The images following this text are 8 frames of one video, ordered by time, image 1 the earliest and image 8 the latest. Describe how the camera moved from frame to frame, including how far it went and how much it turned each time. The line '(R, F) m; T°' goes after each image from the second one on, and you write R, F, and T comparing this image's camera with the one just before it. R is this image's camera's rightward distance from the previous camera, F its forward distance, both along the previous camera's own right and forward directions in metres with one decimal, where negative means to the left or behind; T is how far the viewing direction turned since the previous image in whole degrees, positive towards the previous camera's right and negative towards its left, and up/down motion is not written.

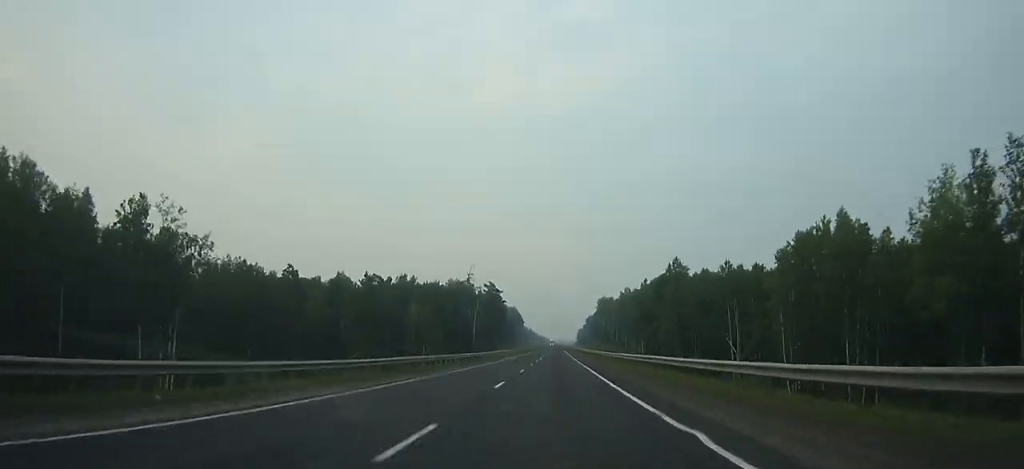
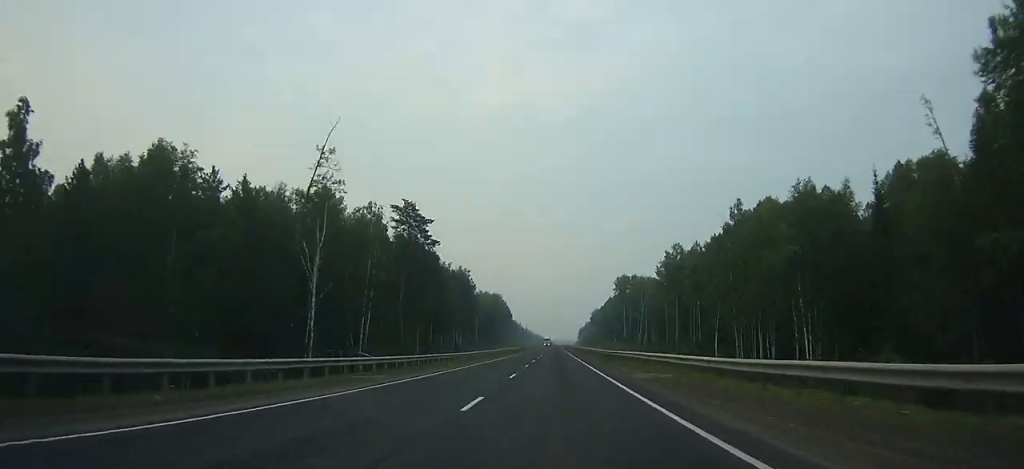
(+0.4, +98.7) m; 0°
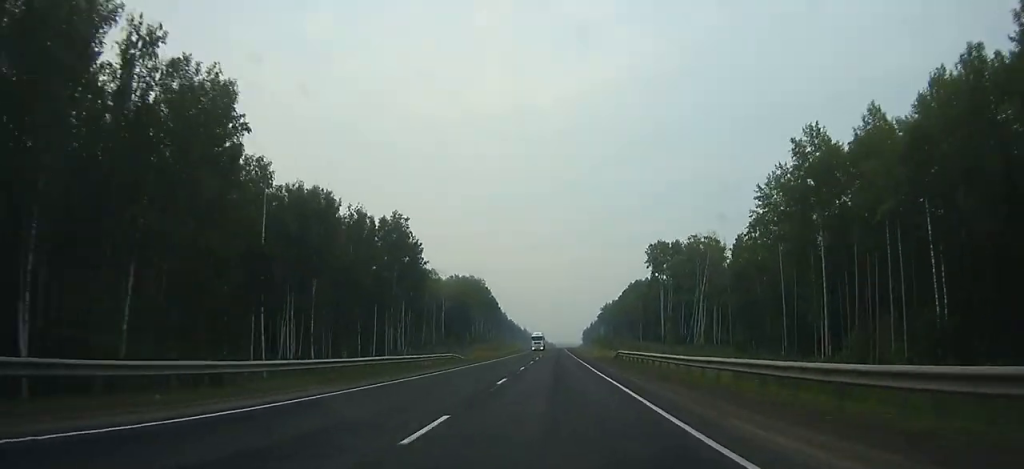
(0.0, +74.2) m; 0°
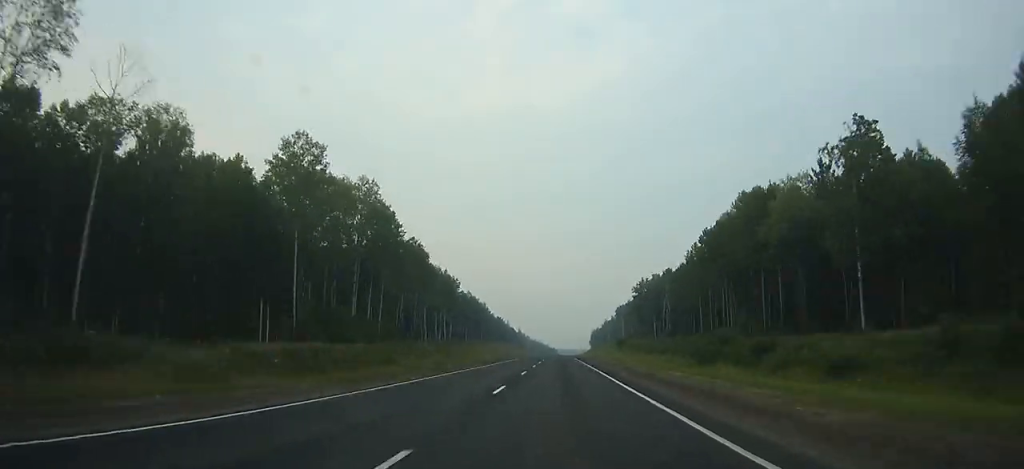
(-0.3, +136.5) m; 0°
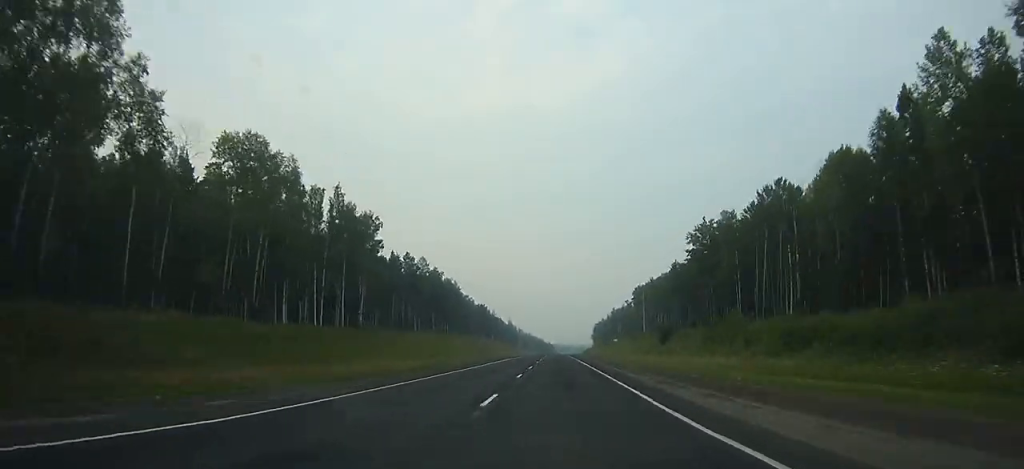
(0.0, +88.4) m; 0°
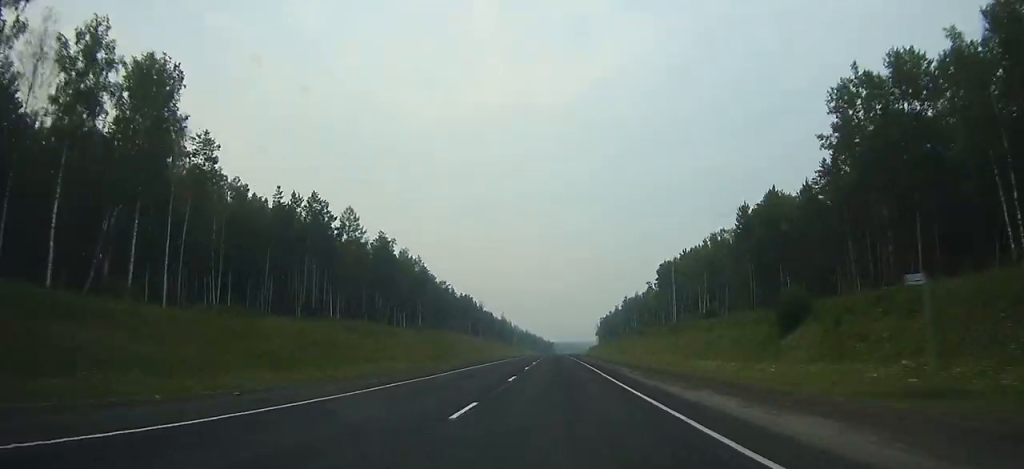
(+0.3, +62.5) m; 0°
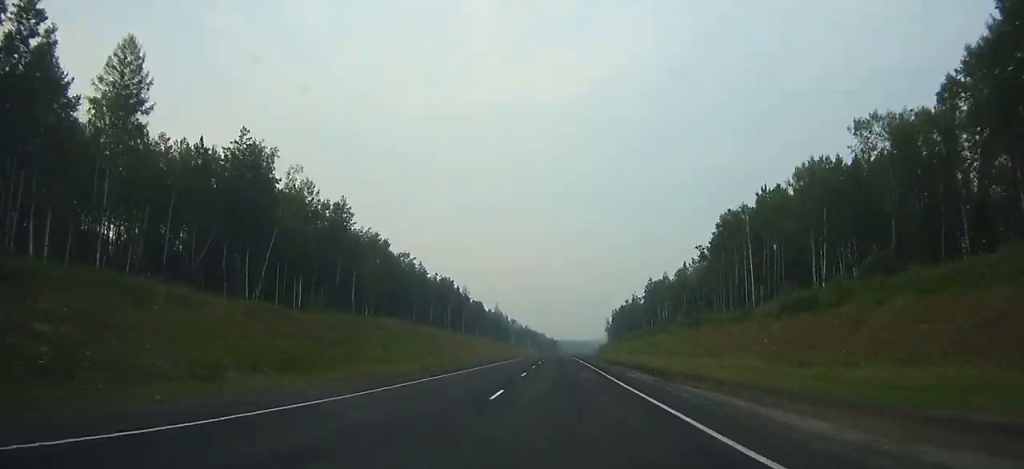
(-0.4, +66.7) m; 0°
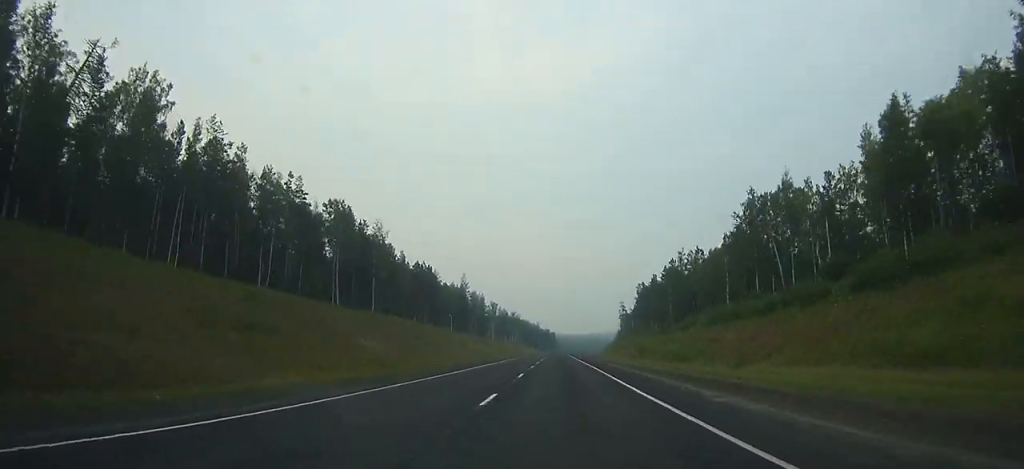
(-0.1, +119.6) m; 0°
